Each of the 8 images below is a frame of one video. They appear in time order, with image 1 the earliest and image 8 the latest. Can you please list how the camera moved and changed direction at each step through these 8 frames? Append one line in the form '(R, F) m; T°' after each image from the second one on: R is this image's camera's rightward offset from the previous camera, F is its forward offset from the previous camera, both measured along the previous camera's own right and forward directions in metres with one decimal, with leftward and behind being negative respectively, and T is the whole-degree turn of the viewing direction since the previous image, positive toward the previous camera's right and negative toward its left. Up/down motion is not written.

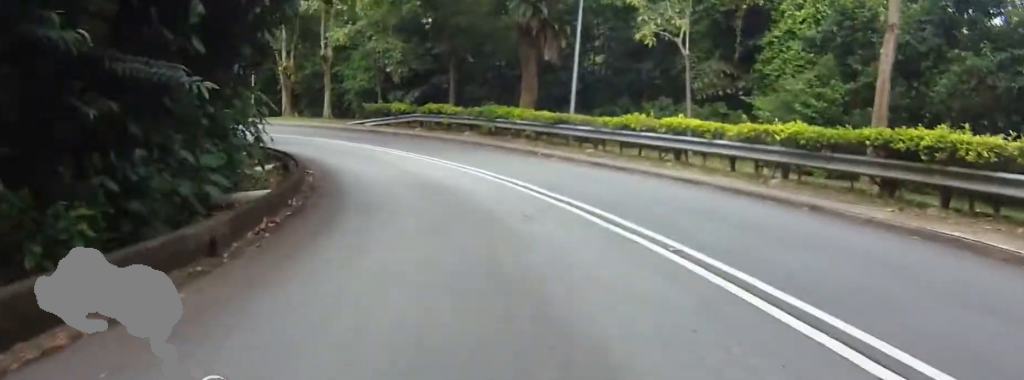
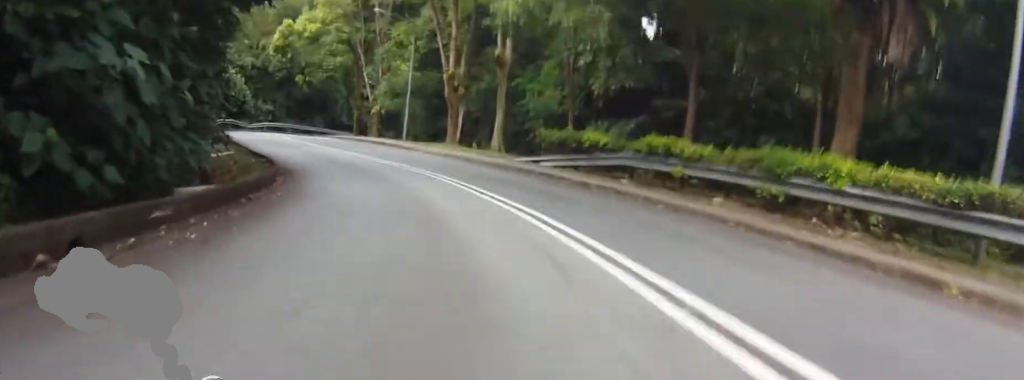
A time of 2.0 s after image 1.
(+1.9, +12.3) m; +13°
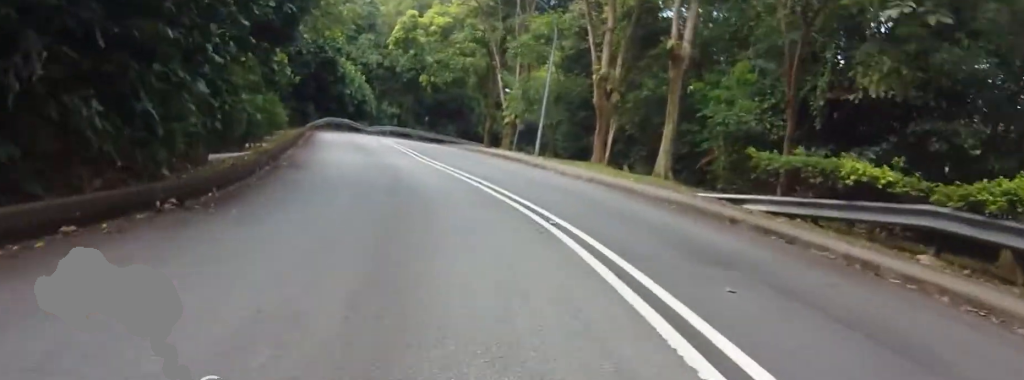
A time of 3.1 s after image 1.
(0.0, +7.2) m; 0°
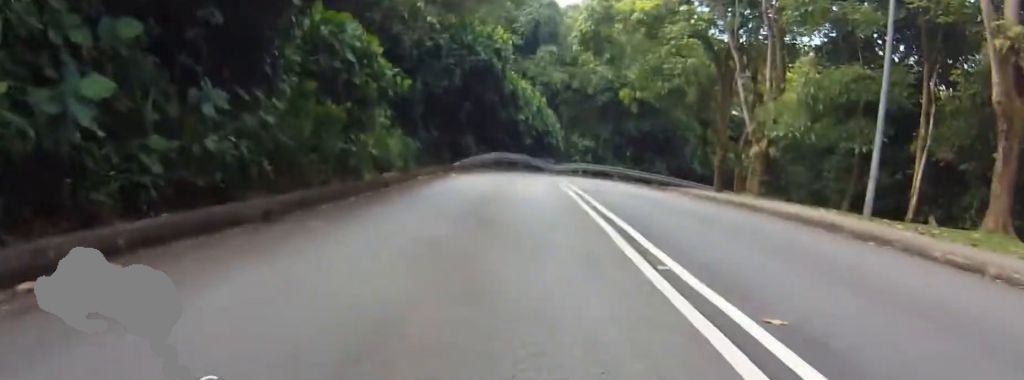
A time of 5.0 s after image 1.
(-1.1, +11.1) m; -14°
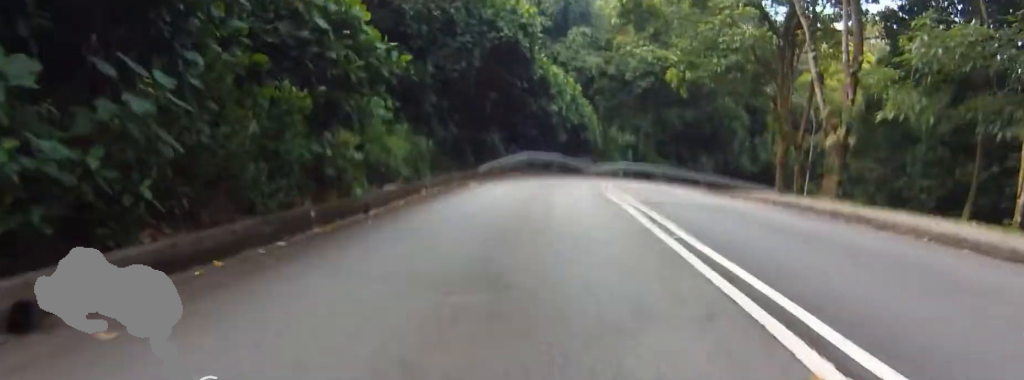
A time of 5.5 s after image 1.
(-0.3, +2.9) m; -5°
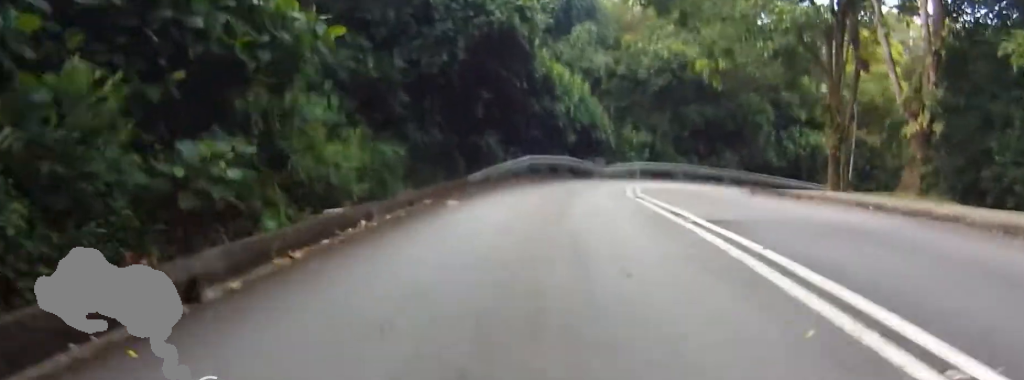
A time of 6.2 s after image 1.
(+0.3, +3.4) m; -15°
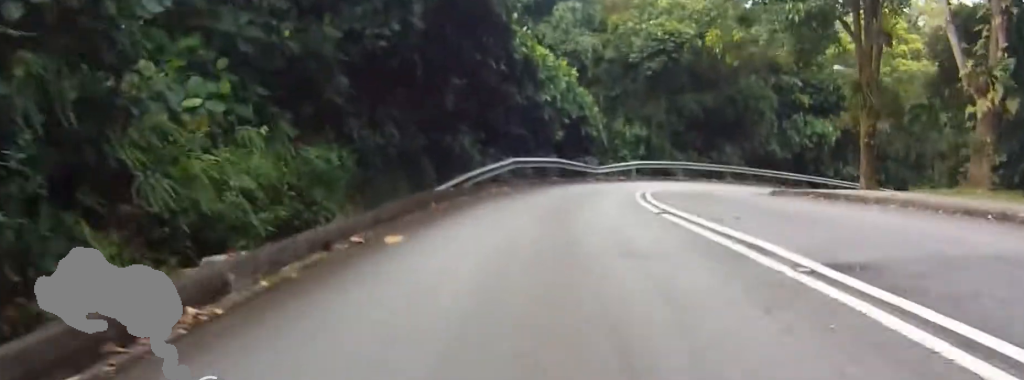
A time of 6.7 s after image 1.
(-0.3, +2.3) m; -10°
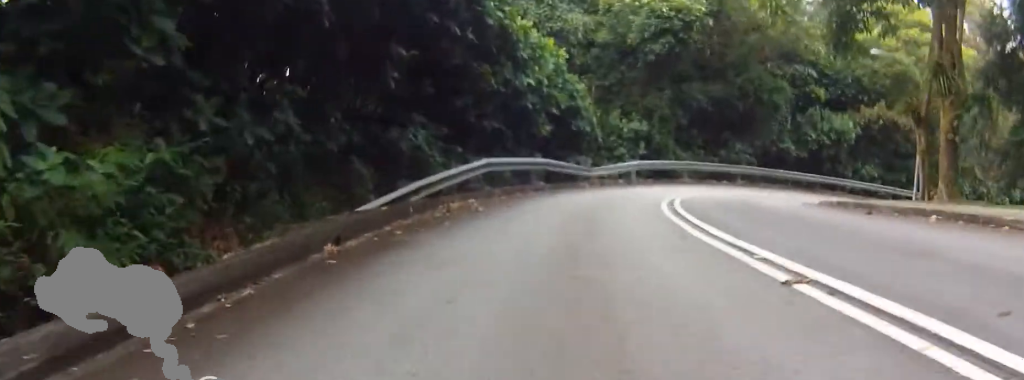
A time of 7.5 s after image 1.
(-1.4, +3.7) m; -11°
